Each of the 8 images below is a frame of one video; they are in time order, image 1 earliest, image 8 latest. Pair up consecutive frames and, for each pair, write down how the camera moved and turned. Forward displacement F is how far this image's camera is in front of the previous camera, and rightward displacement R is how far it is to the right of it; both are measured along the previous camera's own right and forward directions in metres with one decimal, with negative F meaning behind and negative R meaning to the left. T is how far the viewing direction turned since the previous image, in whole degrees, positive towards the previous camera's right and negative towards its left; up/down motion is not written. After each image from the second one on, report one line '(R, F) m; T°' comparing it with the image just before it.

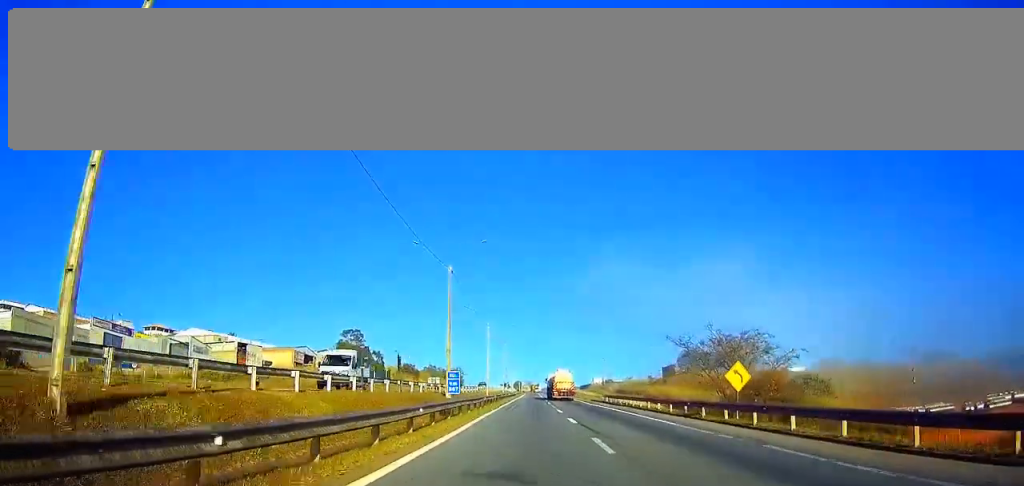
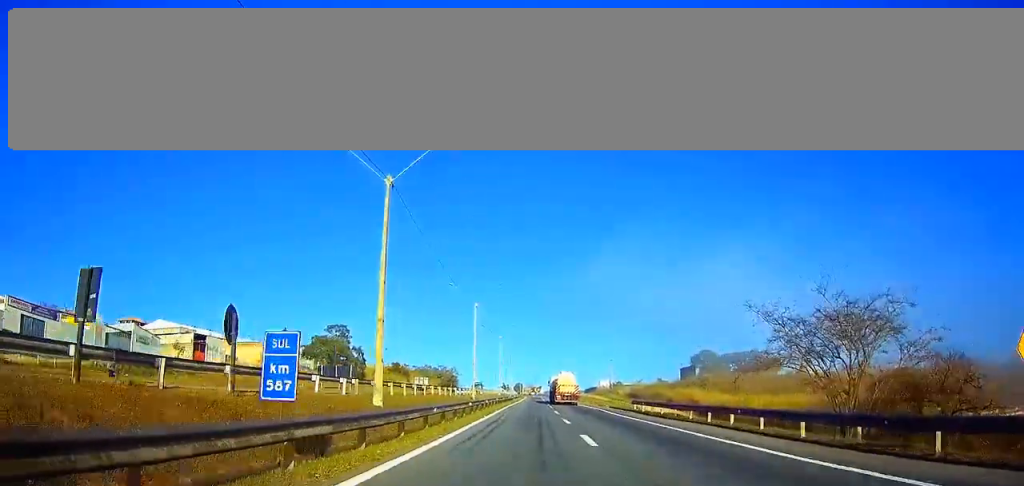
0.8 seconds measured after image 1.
(0.0, +21.2) m; 0°
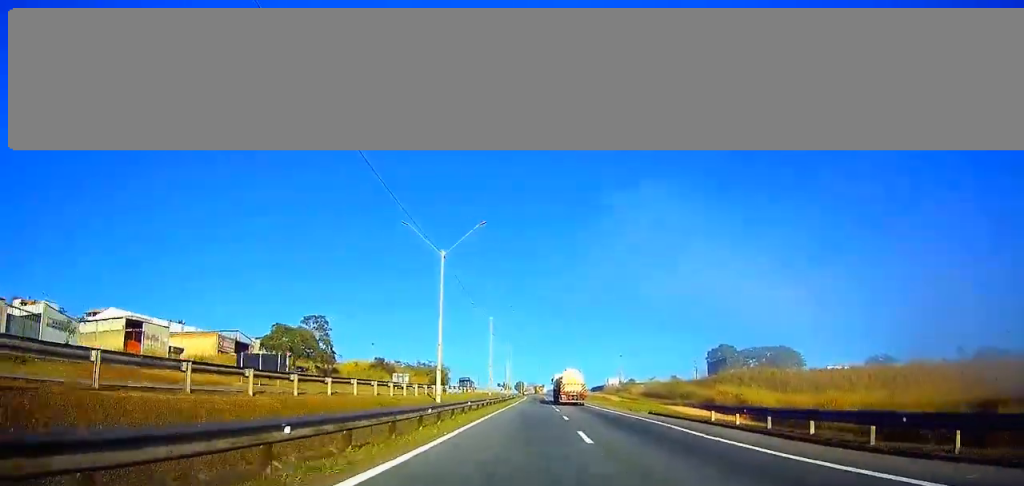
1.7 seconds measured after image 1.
(-0.1, +24.6) m; 0°
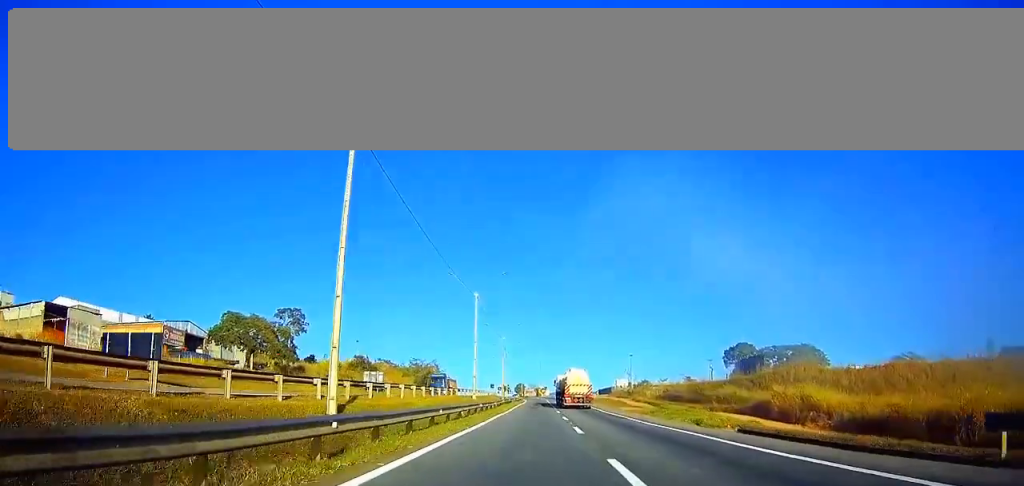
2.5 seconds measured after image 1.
(+0.1, +21.8) m; 0°
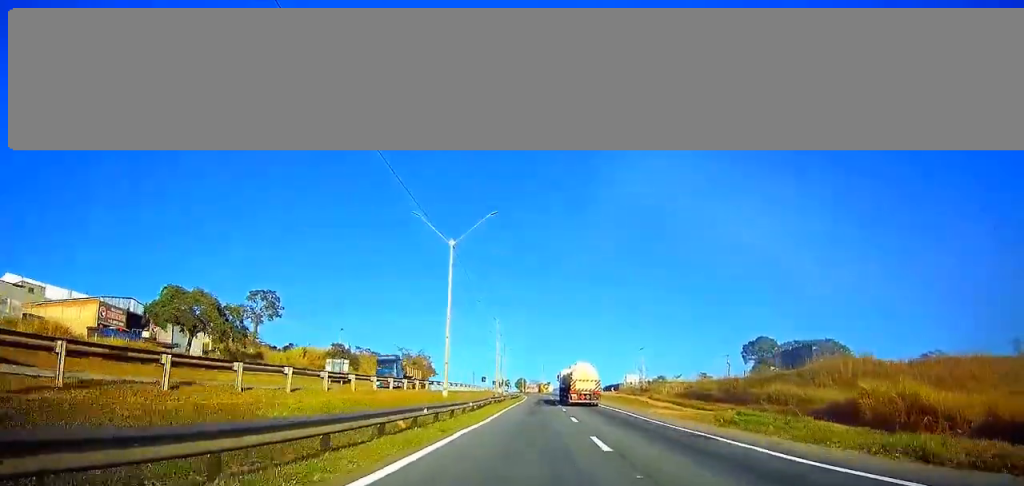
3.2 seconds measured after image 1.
(0.0, +19.9) m; 0°
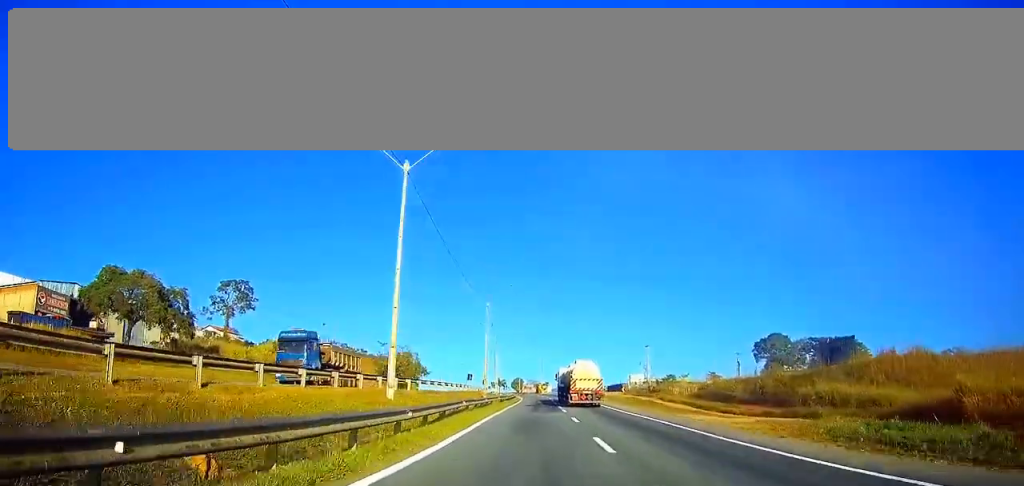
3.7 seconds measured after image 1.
(0.0, +14.4) m; 0°
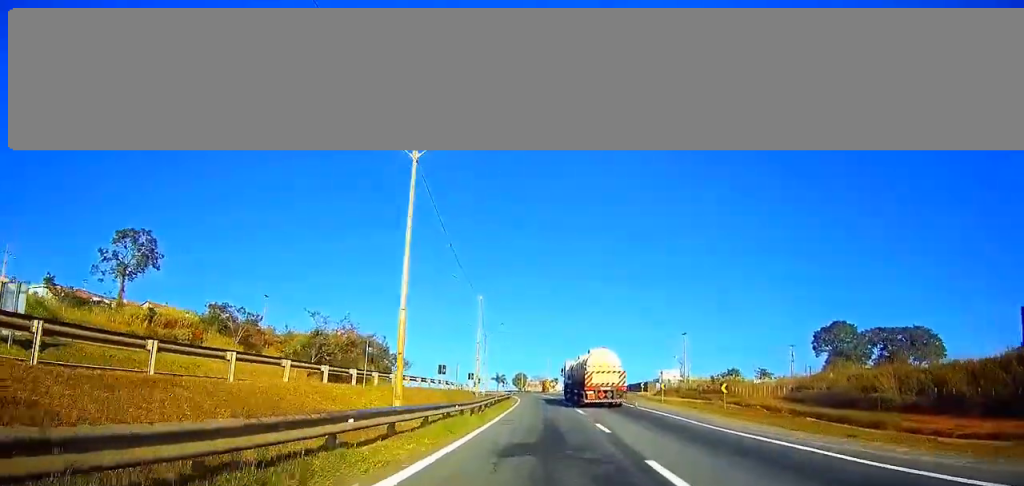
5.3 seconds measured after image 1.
(-0.1, +42.7) m; 0°
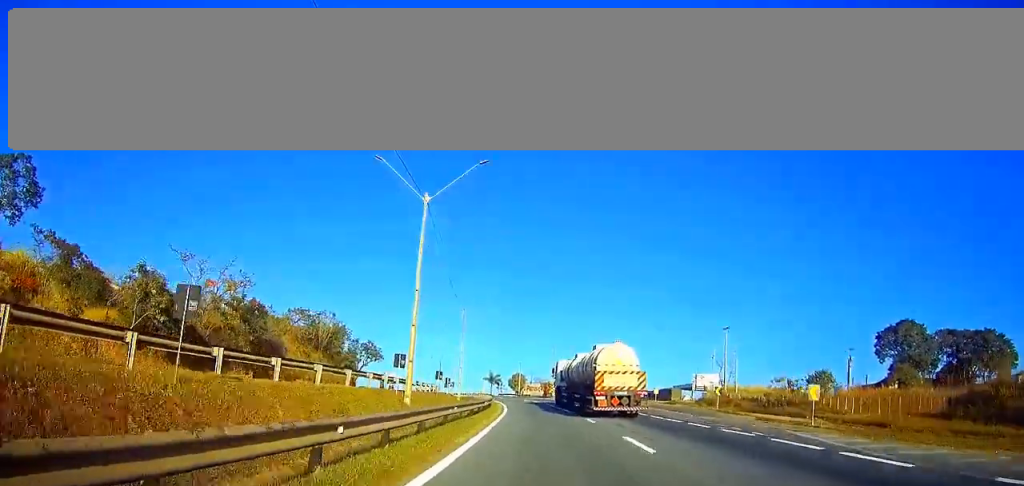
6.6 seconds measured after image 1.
(-0.2, +33.1) m; -1°
